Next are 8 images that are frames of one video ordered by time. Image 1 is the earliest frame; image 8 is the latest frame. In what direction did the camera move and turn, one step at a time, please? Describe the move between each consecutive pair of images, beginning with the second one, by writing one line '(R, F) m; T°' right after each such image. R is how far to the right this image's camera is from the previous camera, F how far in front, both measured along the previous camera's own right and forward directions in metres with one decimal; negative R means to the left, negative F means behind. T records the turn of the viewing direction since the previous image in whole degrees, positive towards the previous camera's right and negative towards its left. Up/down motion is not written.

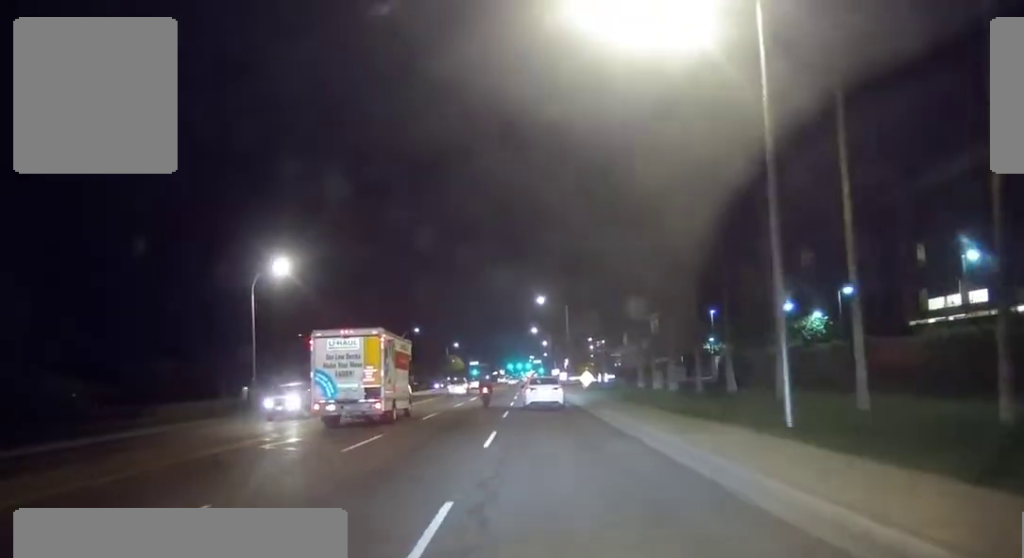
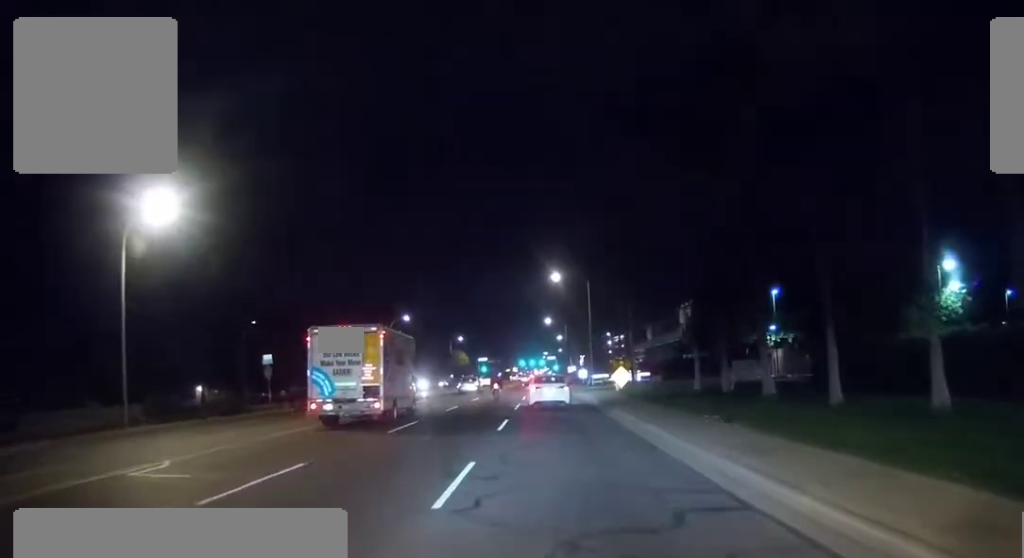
(-0.5, +20.1) m; -2°
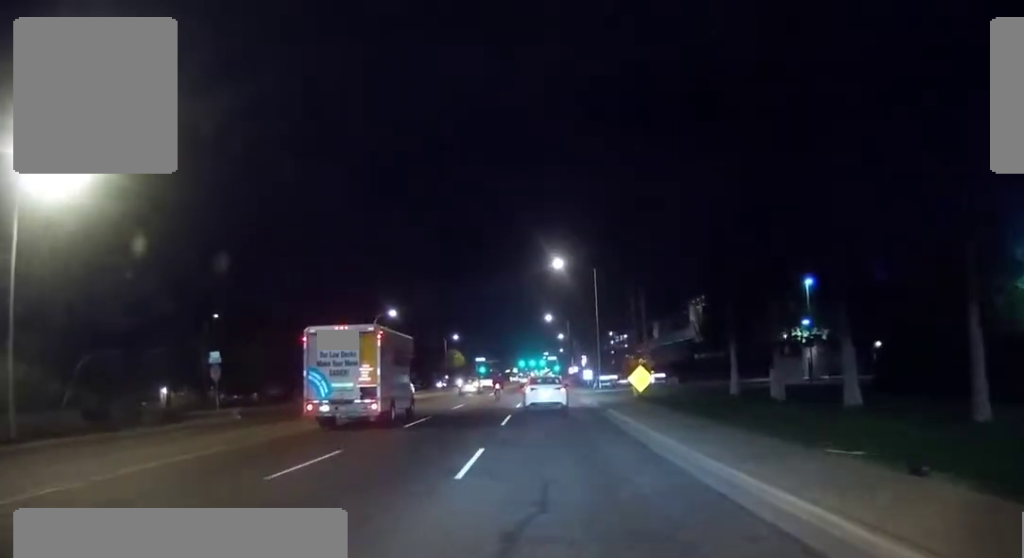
(0.0, +9.5) m; 0°
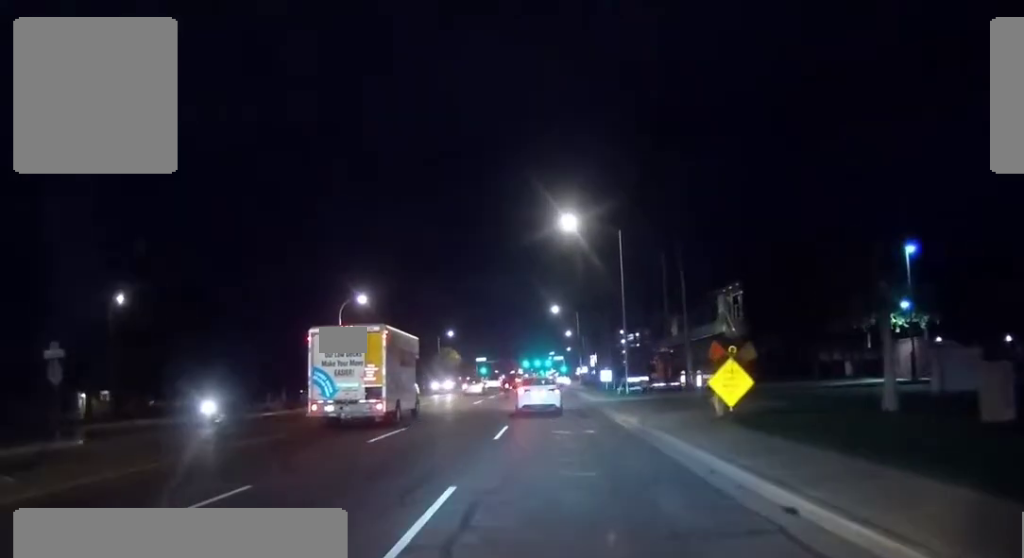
(0.0, +17.9) m; 0°
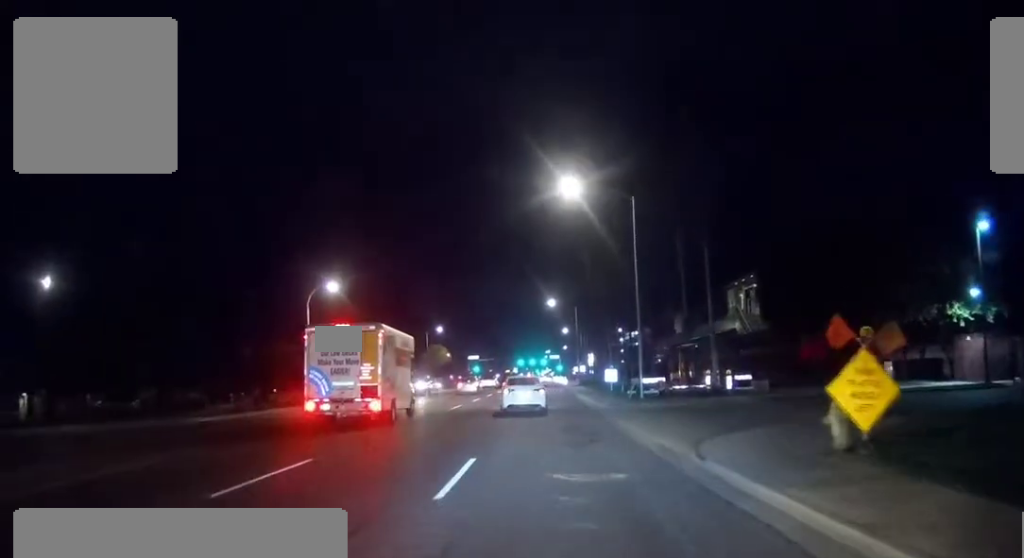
(0.0, +9.0) m; 0°
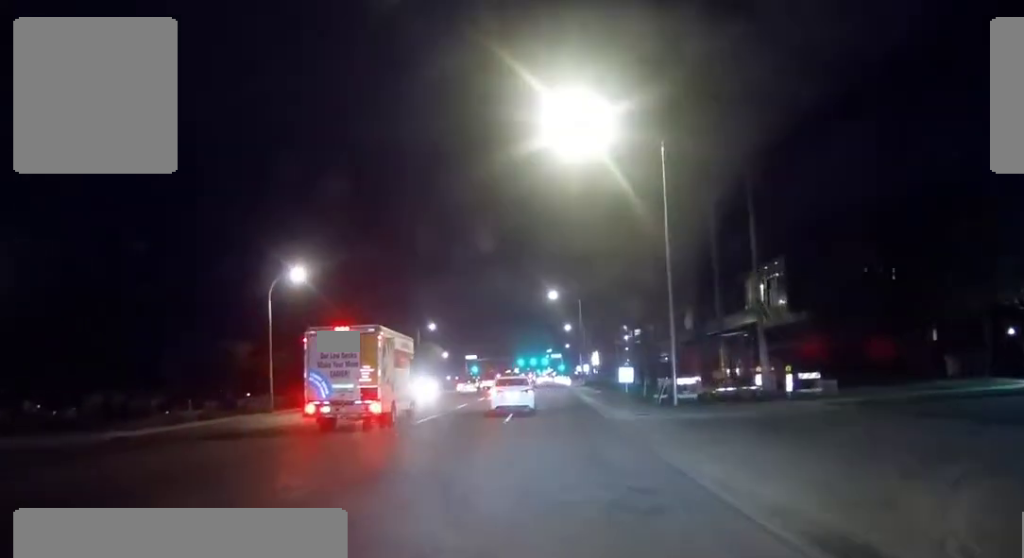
(0.0, +9.7) m; 0°
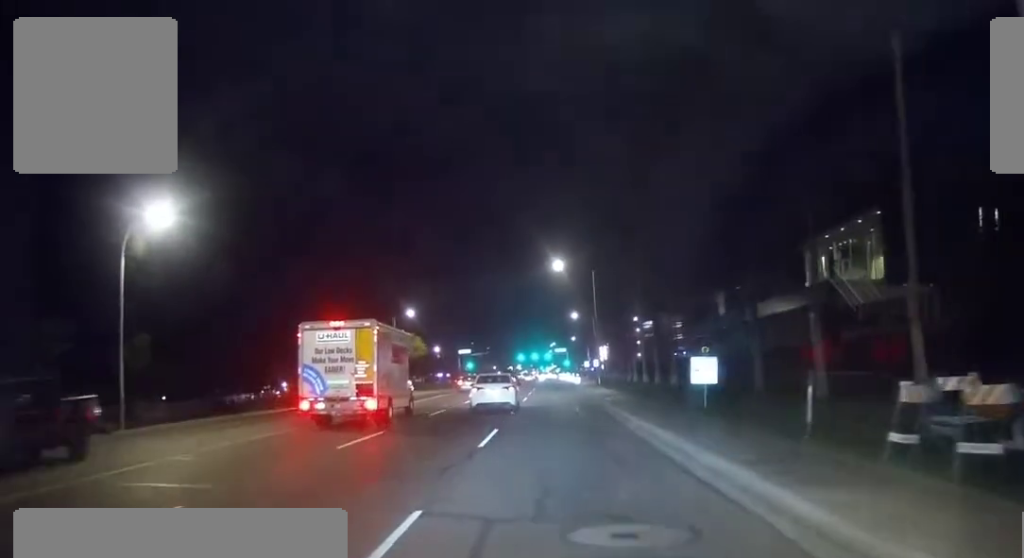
(0.0, +21.7) m; -1°
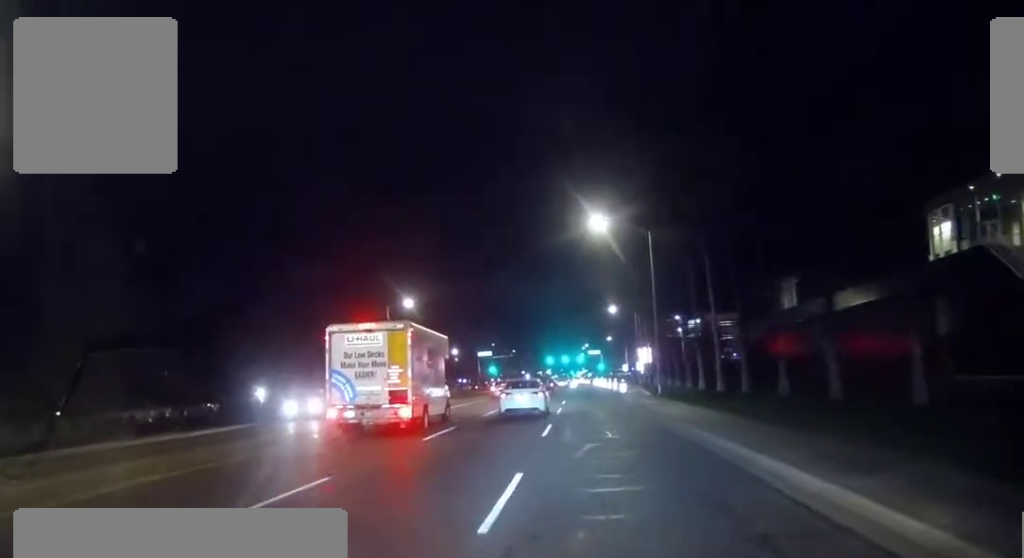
(-0.3, +20.6) m; -2°
